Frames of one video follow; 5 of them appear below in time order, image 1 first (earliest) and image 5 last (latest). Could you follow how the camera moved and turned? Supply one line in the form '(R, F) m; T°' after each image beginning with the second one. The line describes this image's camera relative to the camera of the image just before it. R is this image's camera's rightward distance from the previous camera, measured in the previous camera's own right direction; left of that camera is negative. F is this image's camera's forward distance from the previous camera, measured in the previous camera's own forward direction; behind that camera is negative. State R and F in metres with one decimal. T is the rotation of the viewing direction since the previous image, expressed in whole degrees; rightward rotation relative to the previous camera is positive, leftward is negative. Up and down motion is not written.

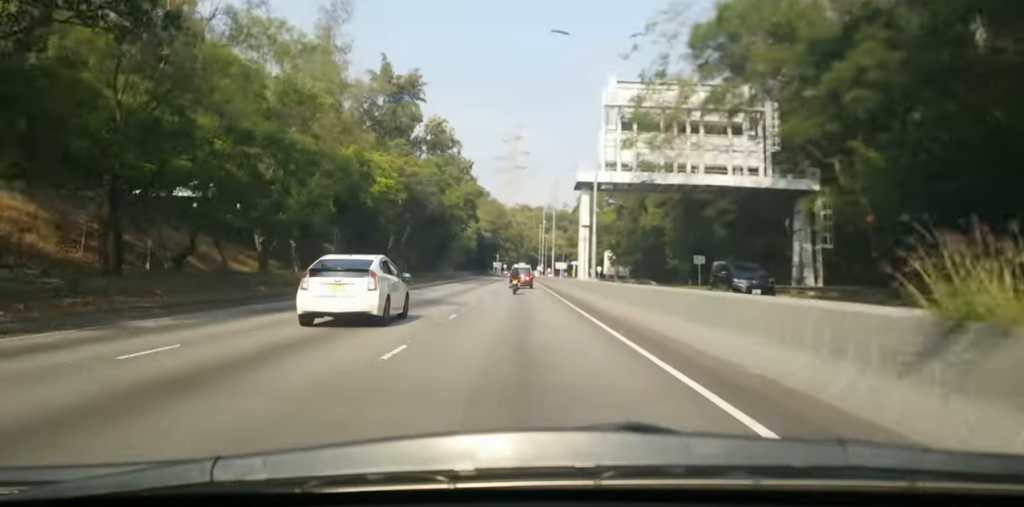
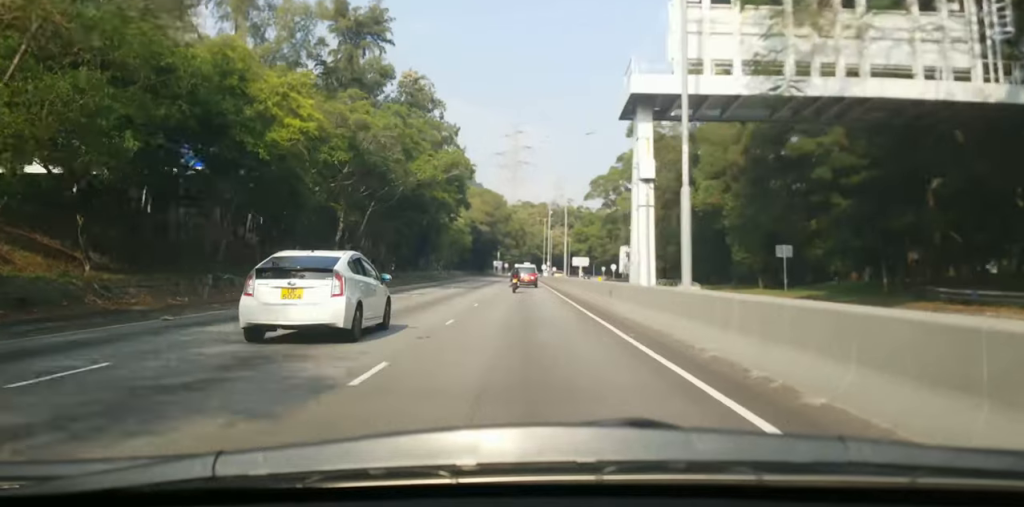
(-0.7, +19.7) m; -1°
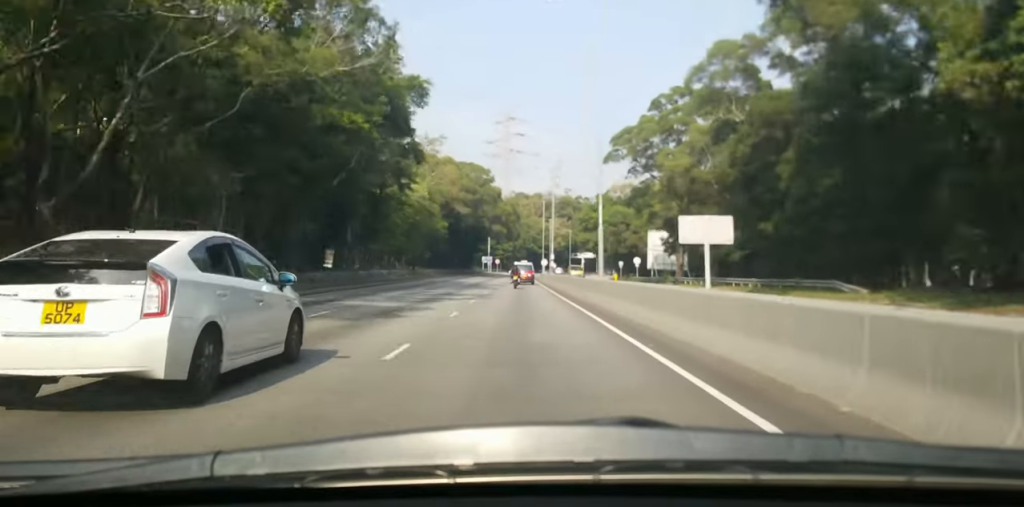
(+0.2, +35.1) m; +1°
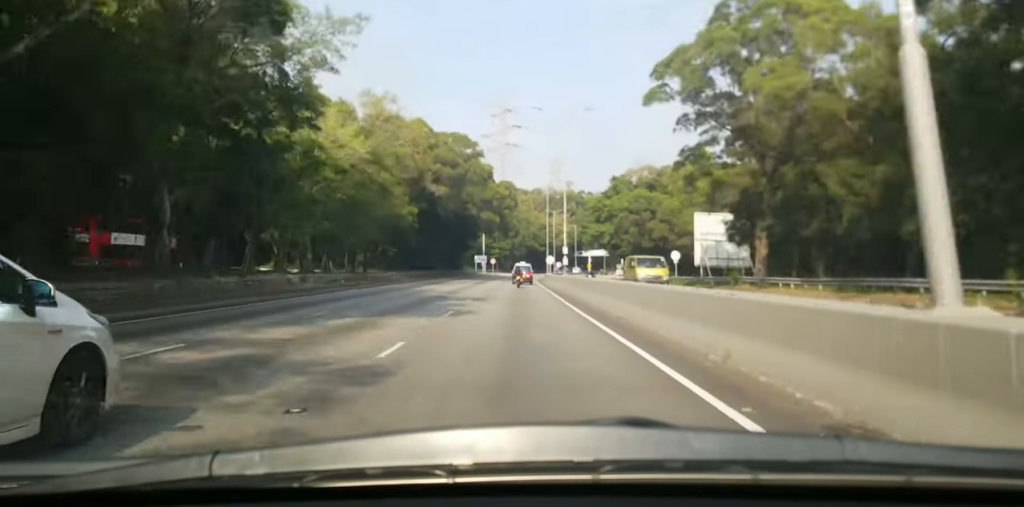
(+0.1, +26.3) m; 0°
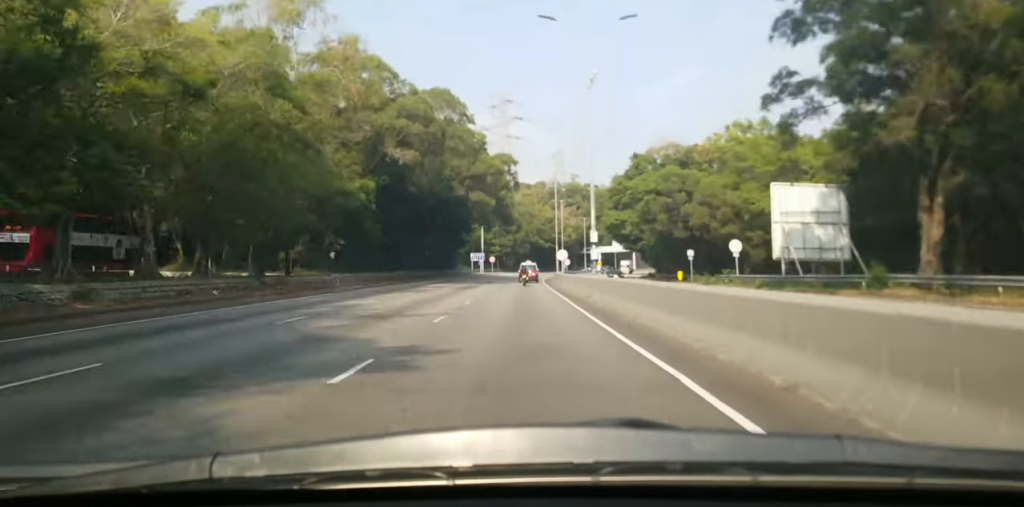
(-0.1, +20.2) m; -1°
